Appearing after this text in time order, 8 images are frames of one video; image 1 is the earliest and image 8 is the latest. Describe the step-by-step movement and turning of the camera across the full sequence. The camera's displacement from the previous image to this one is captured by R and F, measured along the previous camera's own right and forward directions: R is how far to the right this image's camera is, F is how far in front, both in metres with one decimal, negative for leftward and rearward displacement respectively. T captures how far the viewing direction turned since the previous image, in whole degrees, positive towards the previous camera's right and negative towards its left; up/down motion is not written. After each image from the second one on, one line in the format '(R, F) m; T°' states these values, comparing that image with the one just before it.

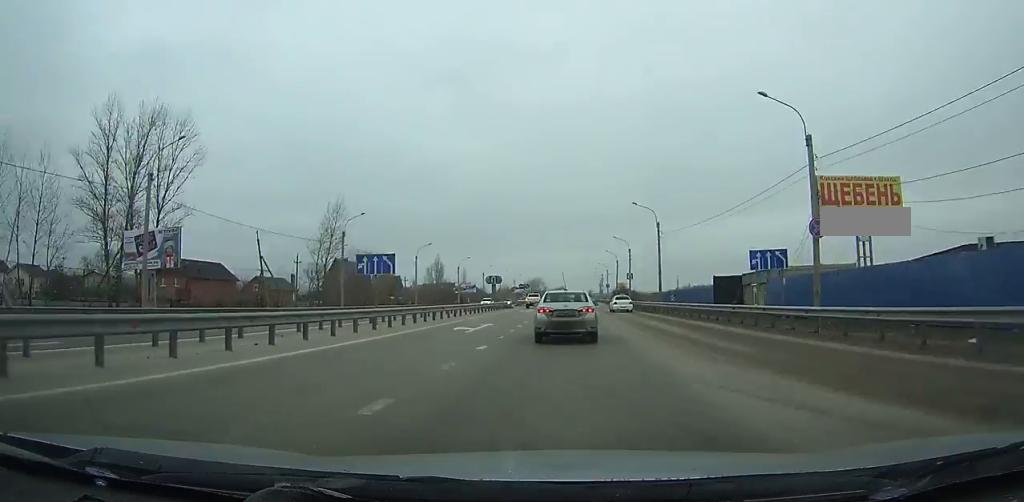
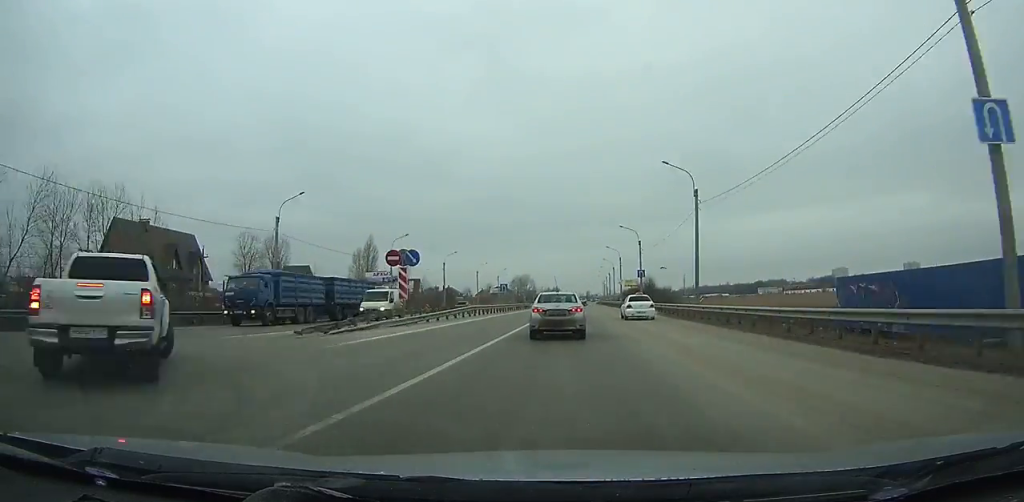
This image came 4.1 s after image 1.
(+0.6, +77.4) m; +1°
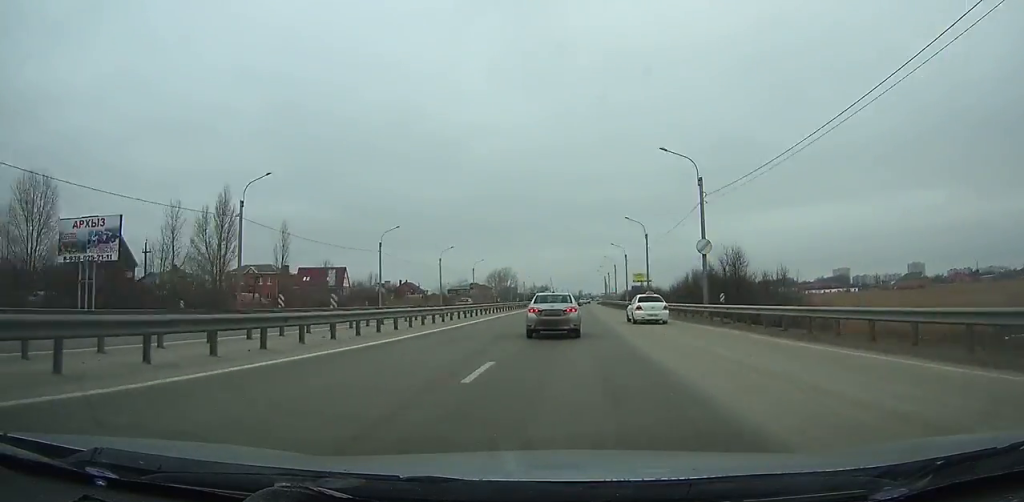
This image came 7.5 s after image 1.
(0.0, +65.8) m; +1°
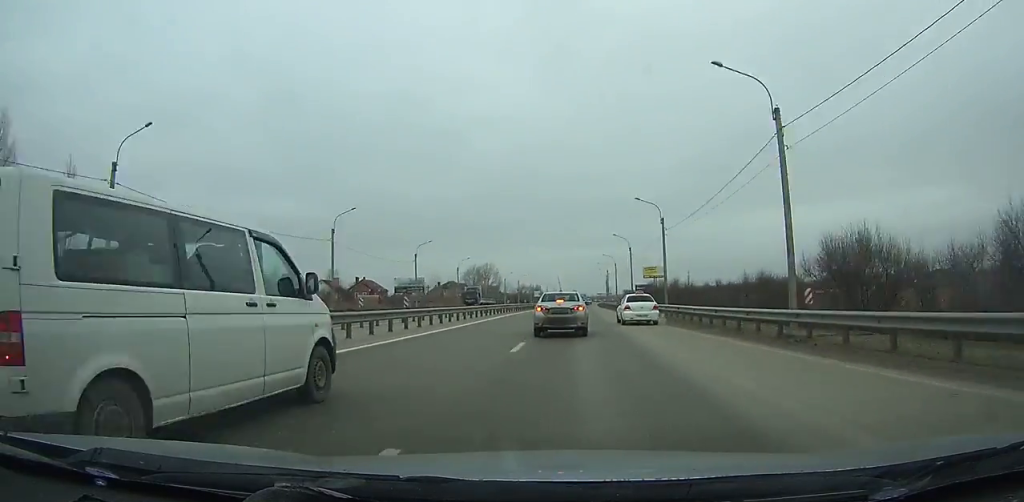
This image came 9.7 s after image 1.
(+0.4, +42.9) m; +1°
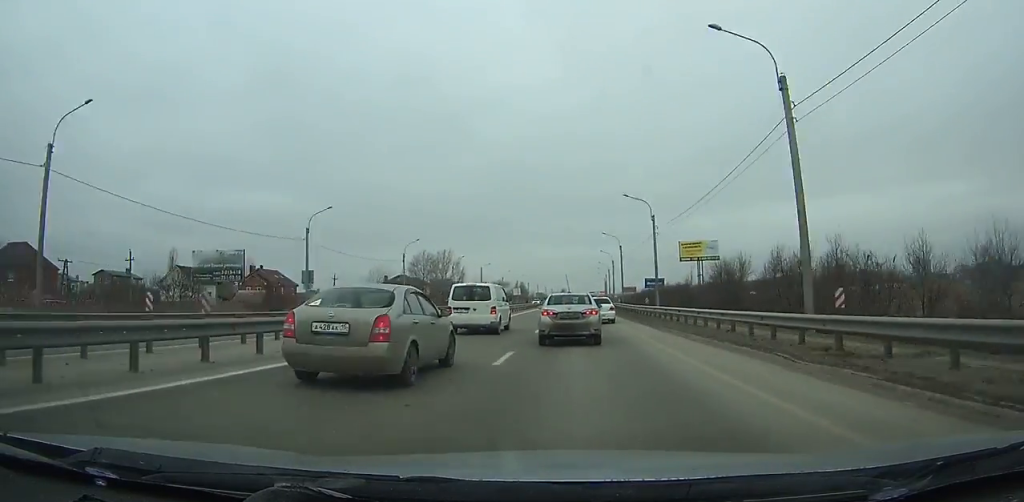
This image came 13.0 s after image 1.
(+0.4, +63.7) m; +1°
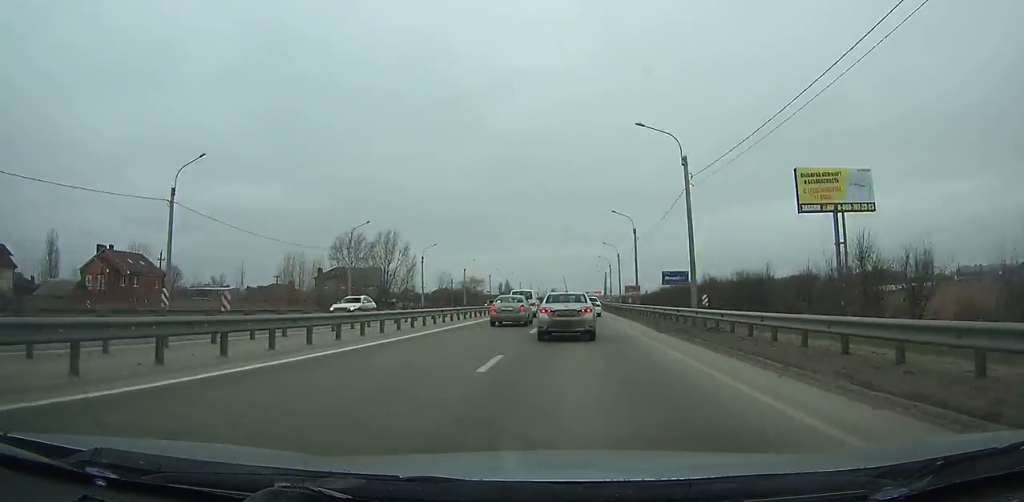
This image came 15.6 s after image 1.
(+0.5, +50.0) m; +1°
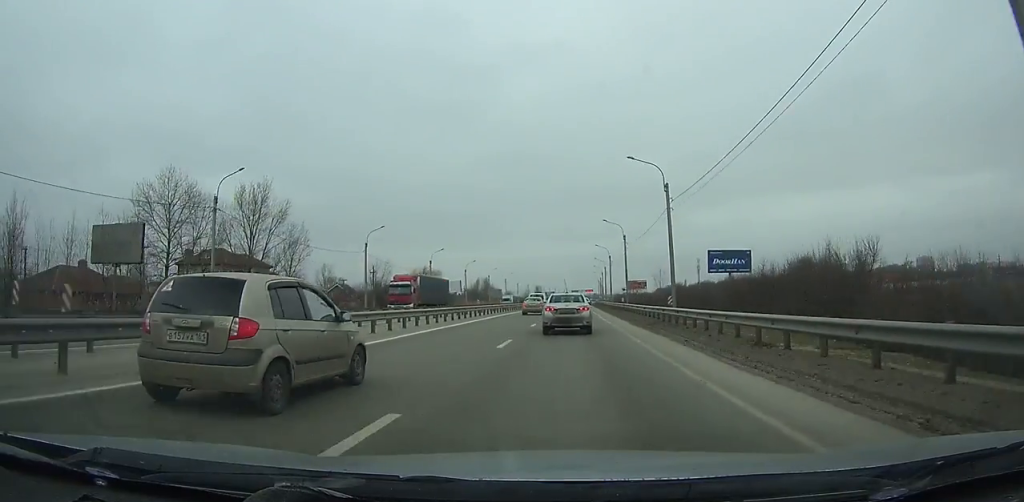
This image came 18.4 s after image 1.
(+0.6, +54.7) m; +1°
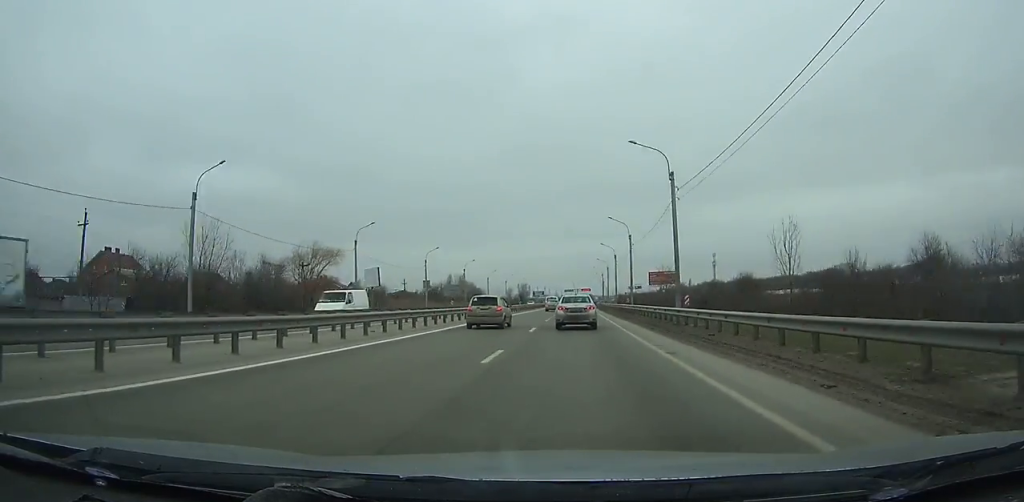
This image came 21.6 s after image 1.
(+0.6, +64.4) m; +1°
